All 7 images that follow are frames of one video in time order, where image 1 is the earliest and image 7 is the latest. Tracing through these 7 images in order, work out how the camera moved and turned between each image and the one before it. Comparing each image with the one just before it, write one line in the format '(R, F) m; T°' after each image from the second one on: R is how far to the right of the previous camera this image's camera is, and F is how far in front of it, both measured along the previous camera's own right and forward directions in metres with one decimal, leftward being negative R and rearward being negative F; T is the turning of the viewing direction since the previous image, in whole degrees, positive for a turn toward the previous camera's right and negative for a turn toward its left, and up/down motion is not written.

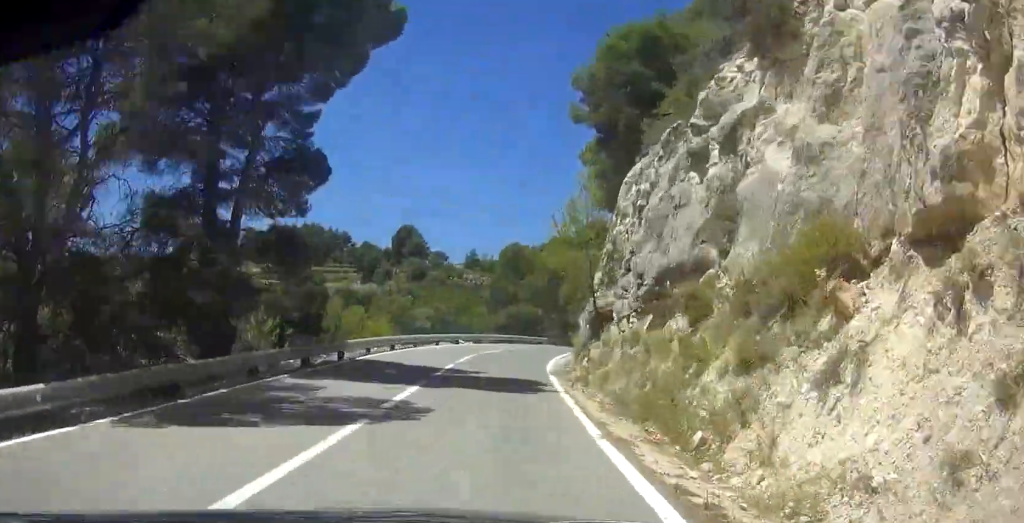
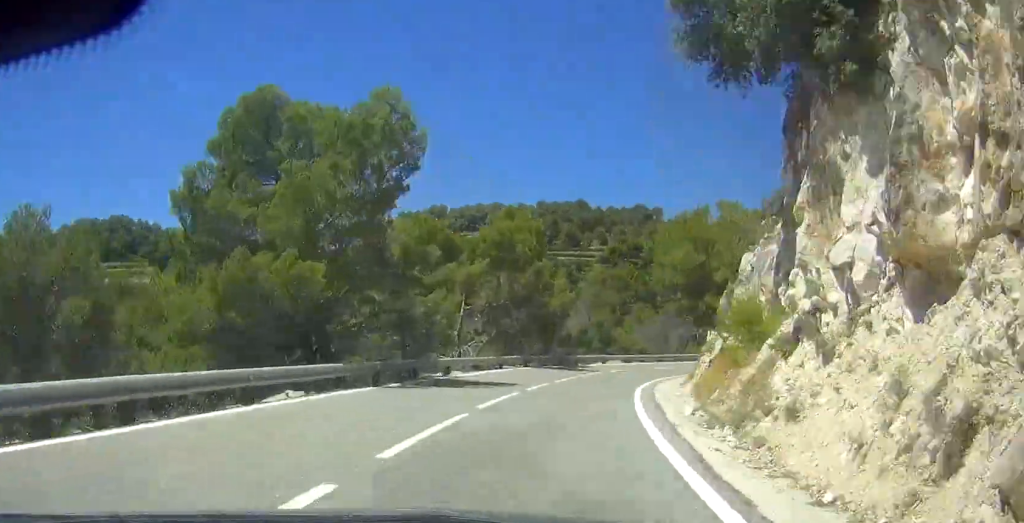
(-6.8, +42.3) m; +4°
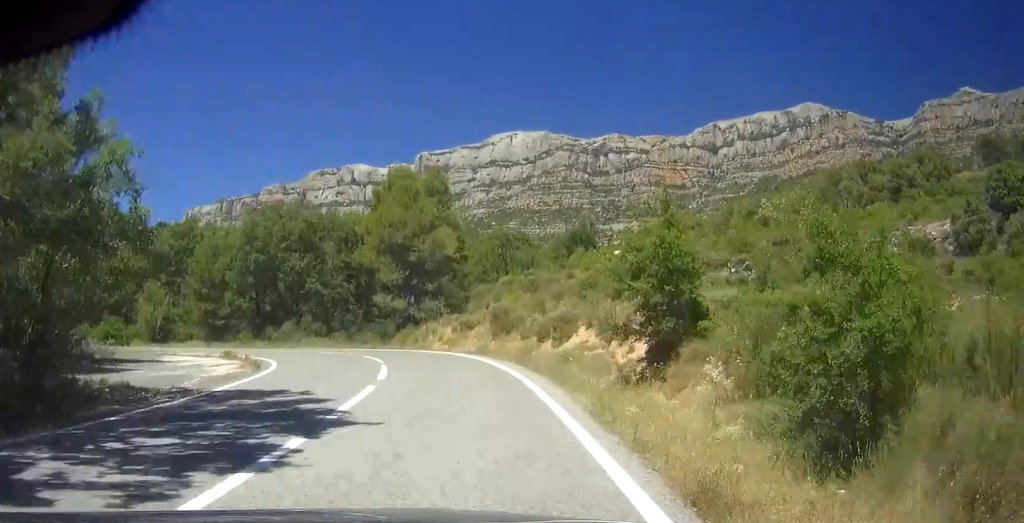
(+68.1, +108.2) m; +30°
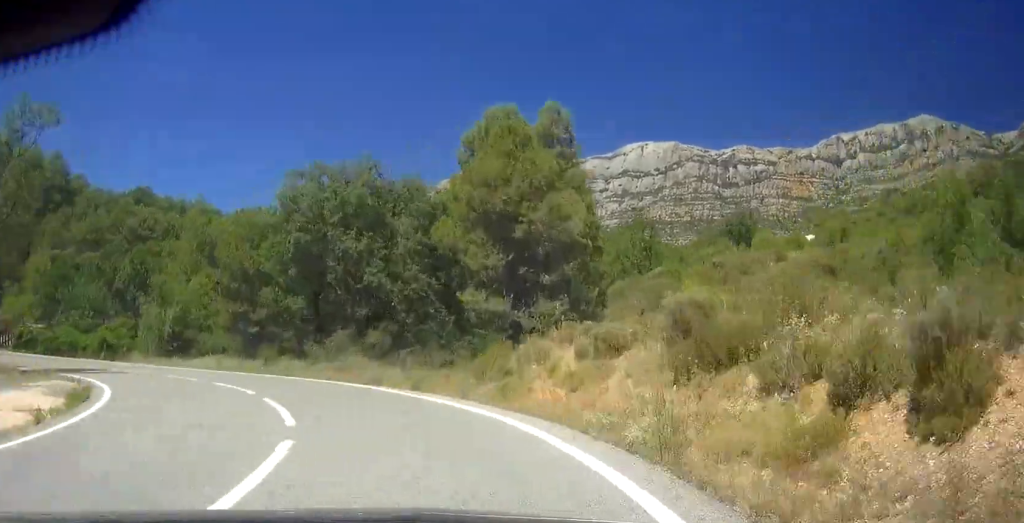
(-1.5, +19.0) m; -16°
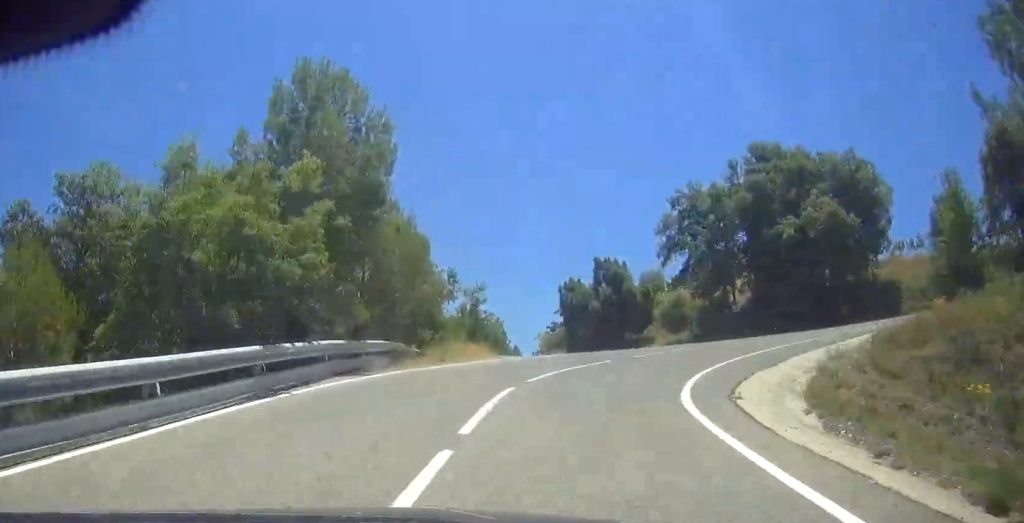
(-65.5, +19.0) m; -97°
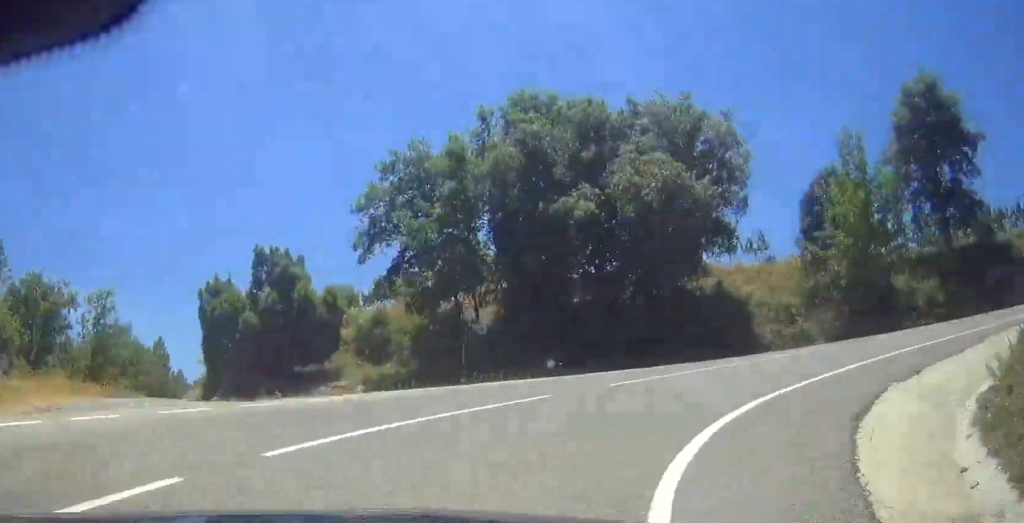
(+3.6, +10.5) m; +26°
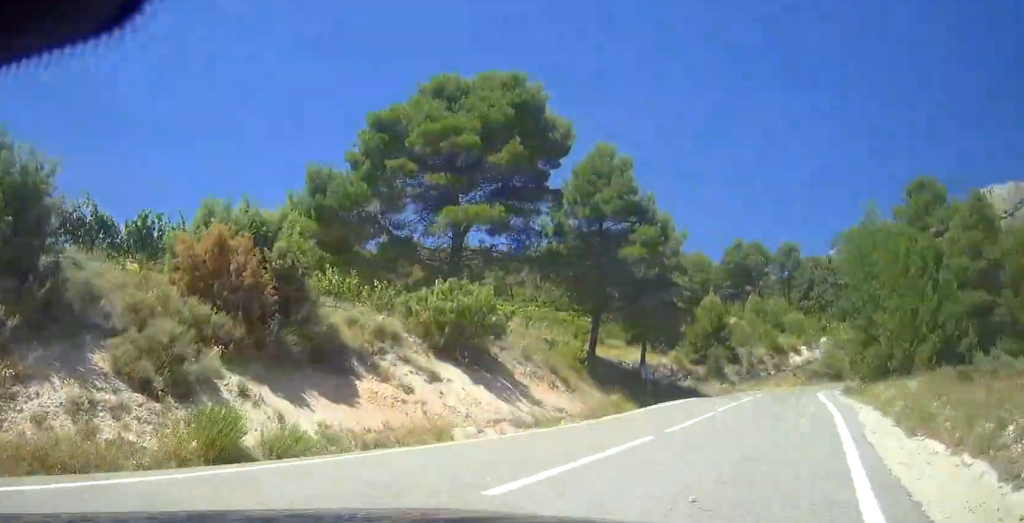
(+6.4, +18.8) m; +58°
